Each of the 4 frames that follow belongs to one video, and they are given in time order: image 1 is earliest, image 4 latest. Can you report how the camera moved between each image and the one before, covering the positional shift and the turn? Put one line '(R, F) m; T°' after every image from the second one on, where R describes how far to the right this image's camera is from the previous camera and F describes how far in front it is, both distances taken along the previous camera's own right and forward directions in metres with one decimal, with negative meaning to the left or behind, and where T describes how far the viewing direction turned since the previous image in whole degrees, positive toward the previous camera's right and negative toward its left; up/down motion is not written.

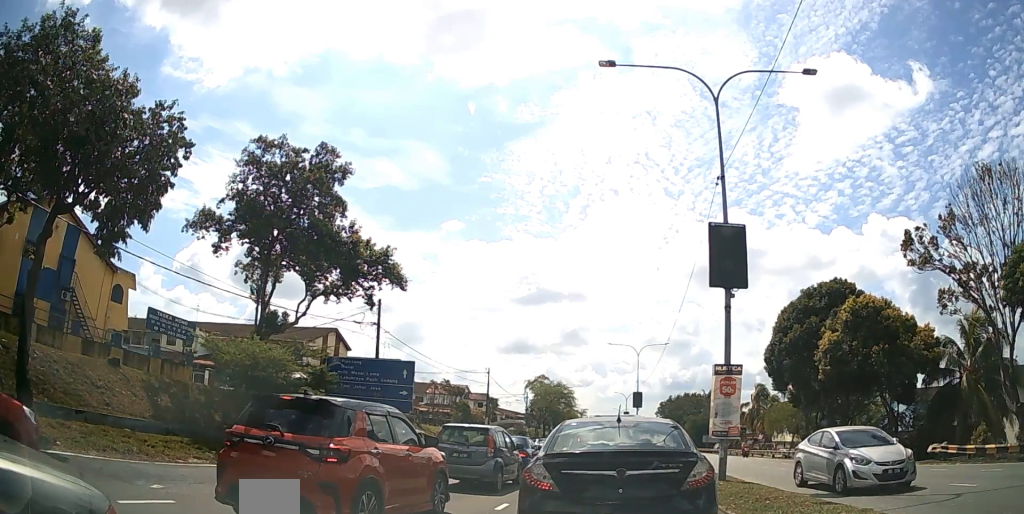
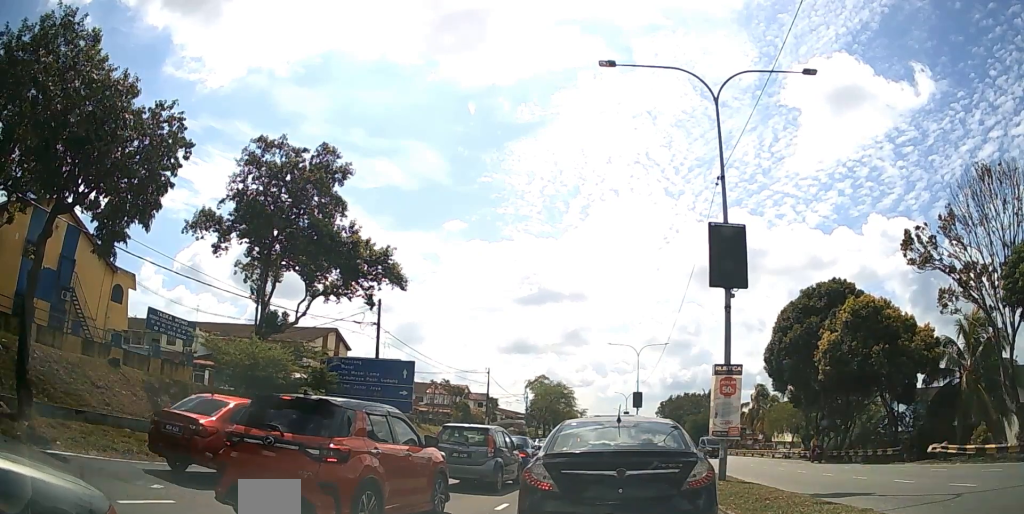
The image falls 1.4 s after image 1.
(0.0, 0.0) m; 0°
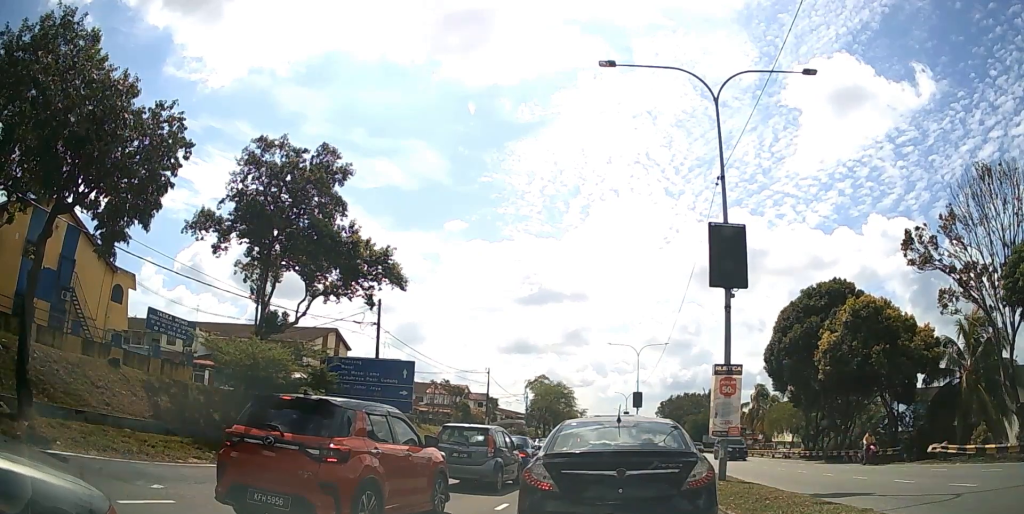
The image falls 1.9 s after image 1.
(0.0, 0.0) m; 0°
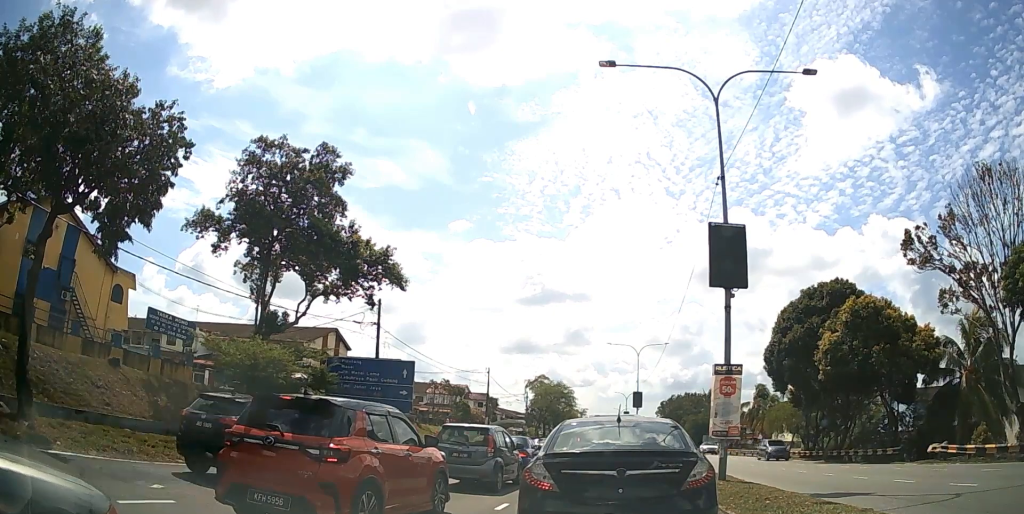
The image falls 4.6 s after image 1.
(0.0, 0.0) m; 0°
